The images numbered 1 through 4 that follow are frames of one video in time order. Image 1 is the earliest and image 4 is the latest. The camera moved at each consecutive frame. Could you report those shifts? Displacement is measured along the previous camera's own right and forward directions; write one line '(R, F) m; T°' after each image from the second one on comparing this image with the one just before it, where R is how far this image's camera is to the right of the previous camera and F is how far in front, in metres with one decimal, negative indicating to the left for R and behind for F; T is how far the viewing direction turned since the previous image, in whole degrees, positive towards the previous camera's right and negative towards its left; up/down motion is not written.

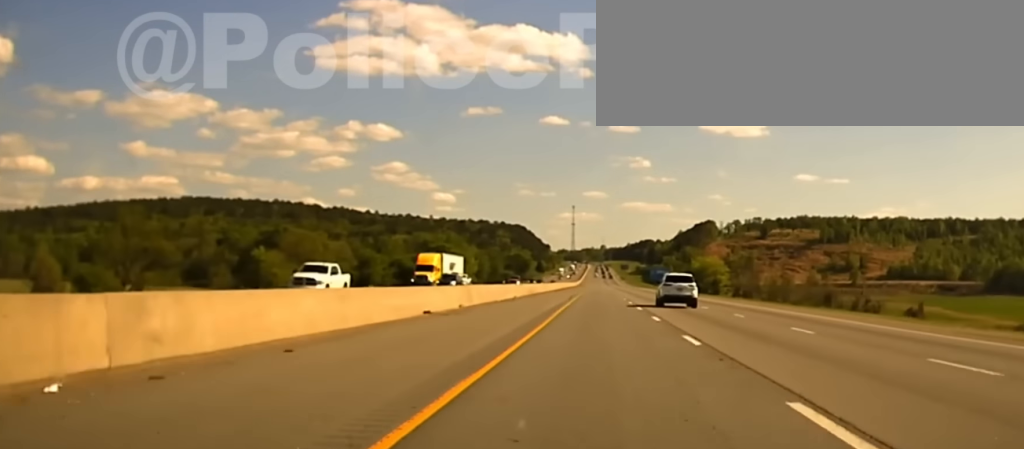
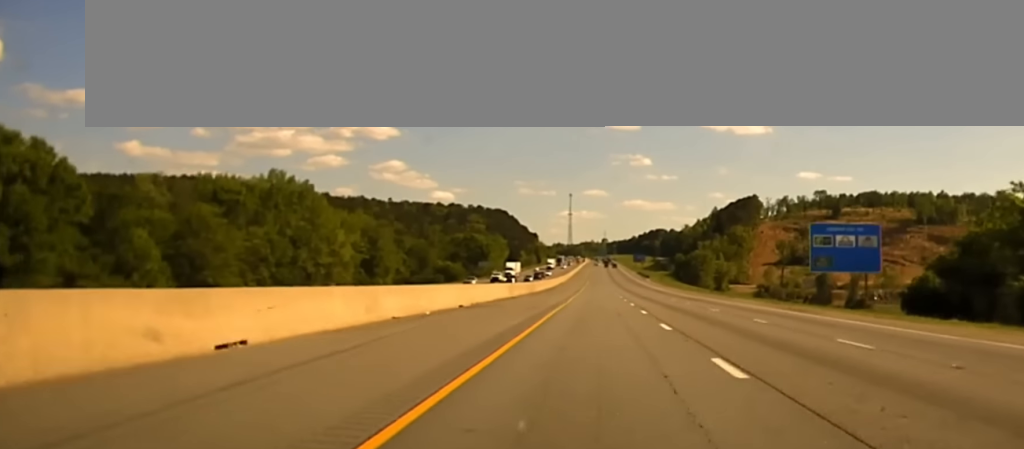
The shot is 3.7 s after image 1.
(-0.4, +211.7) m; 0°
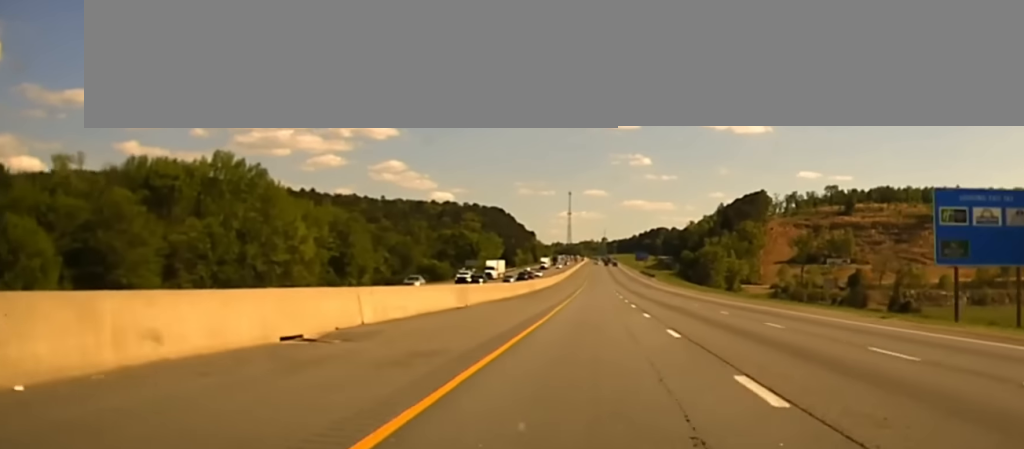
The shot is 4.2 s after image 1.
(-0.1, +29.2) m; 0°
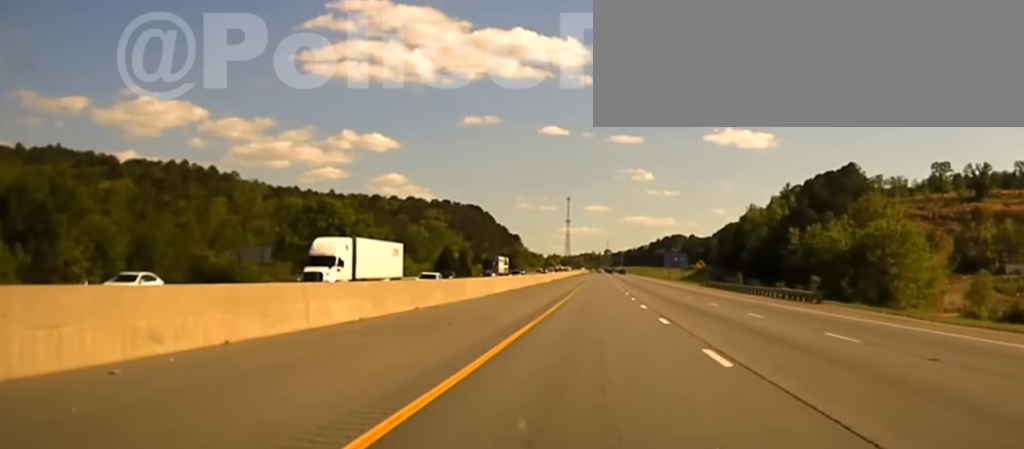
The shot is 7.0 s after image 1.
(-0.2, +165.4) m; 0°
